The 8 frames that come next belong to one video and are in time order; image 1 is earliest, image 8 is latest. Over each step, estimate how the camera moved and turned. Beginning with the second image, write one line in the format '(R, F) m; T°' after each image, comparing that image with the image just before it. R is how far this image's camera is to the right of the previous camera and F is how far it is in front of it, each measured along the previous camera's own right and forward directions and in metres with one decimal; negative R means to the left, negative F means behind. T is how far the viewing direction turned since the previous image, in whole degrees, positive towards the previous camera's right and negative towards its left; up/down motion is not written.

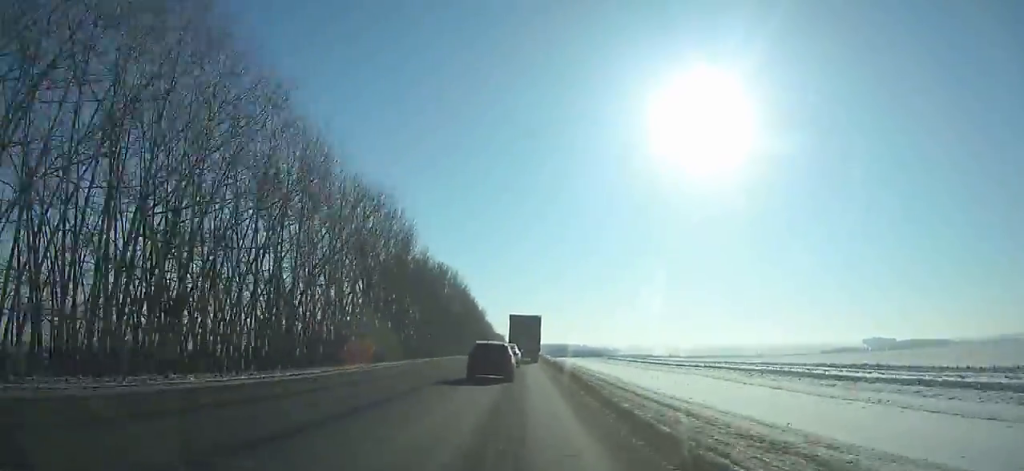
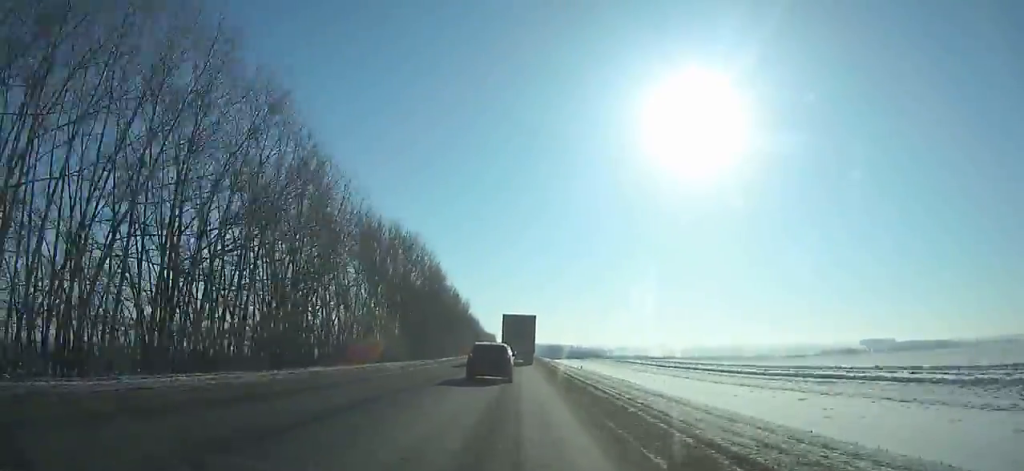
(+0.1, +35.5) m; 0°
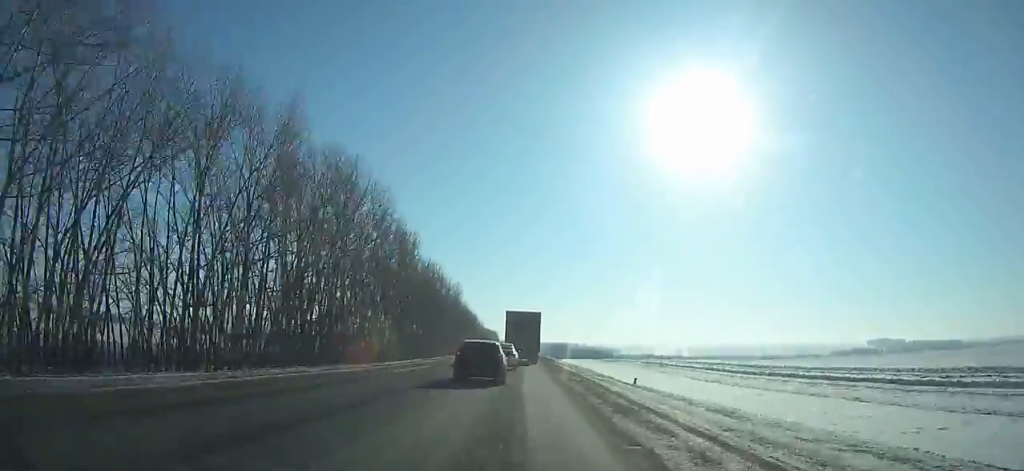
(-0.2, +34.1) m; 0°
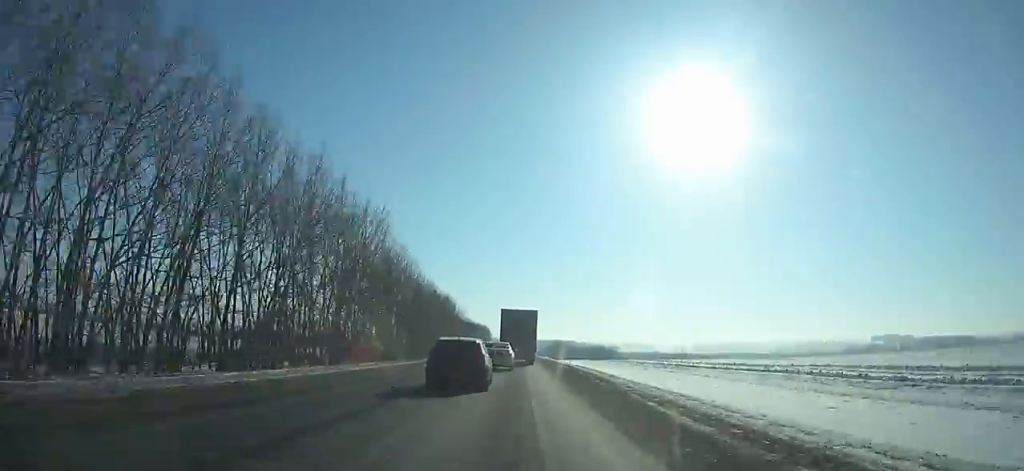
(+0.2, +68.6) m; 0°
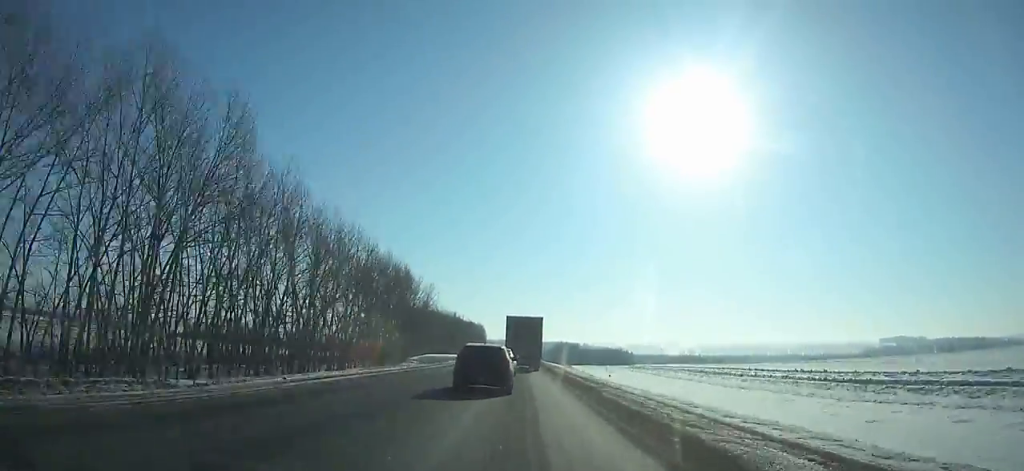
(+0.2, +65.6) m; 0°
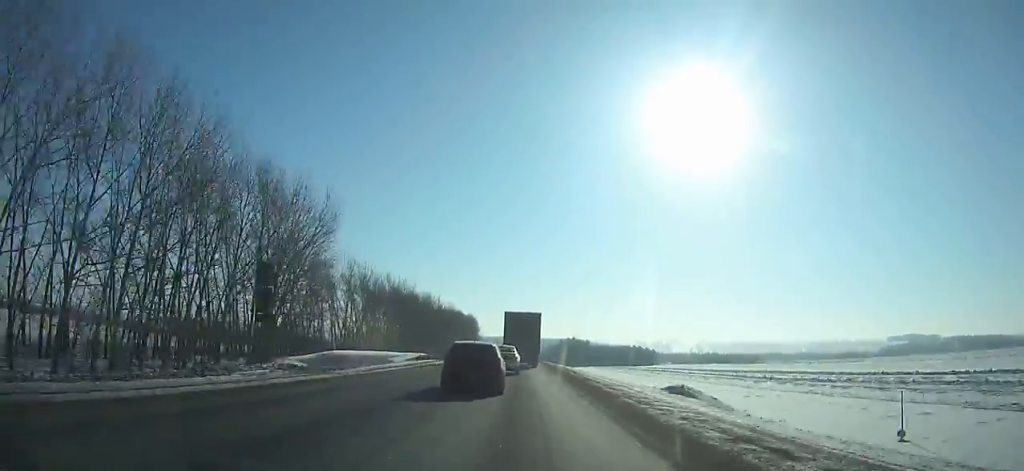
(-0.3, +64.7) m; 0°
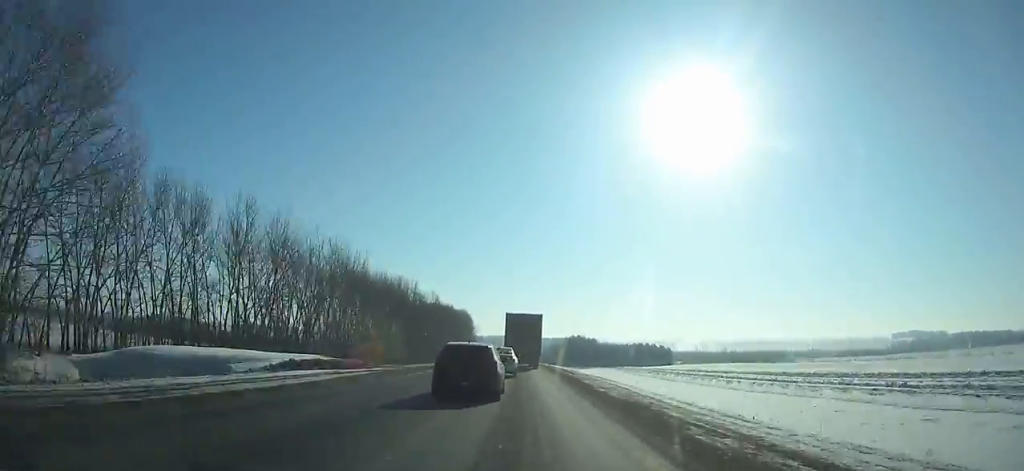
(+0.3, +33.6) m; 0°
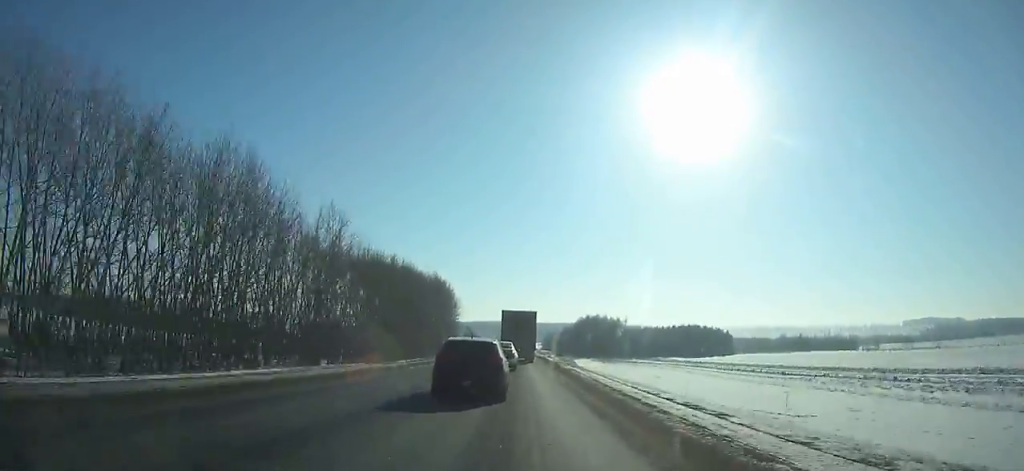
(+0.2, +82.8) m; 0°
